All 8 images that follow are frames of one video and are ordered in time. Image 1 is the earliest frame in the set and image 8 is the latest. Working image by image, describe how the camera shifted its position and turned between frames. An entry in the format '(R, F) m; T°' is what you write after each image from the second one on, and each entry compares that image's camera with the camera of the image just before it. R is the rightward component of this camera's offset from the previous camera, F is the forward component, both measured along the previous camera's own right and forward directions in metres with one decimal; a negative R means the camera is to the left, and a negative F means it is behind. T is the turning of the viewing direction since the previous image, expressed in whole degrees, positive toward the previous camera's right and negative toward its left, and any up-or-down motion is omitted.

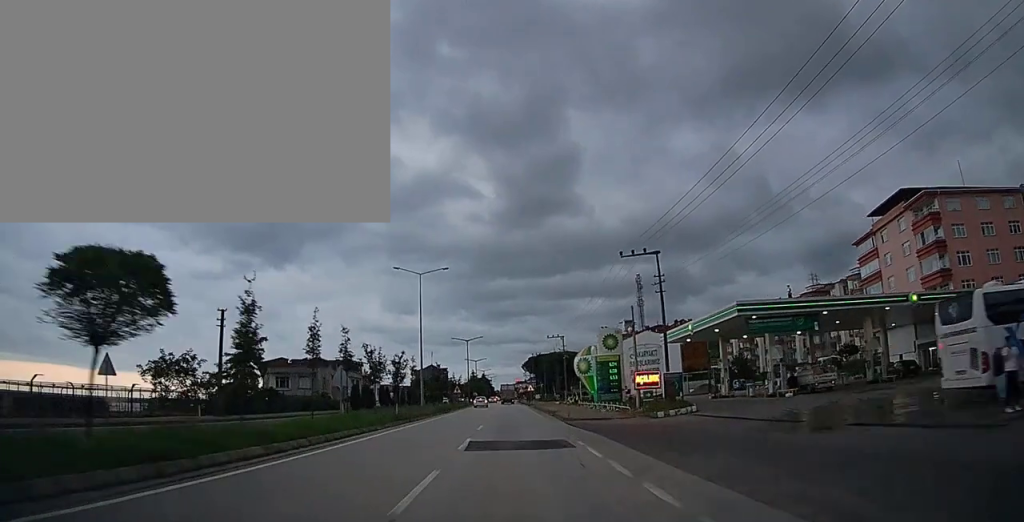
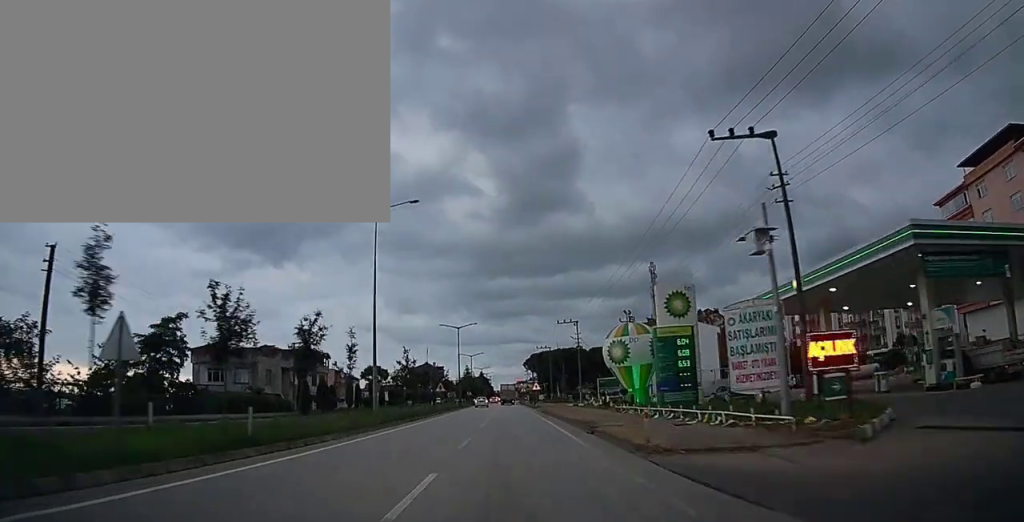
(0.0, +17.7) m; -1°
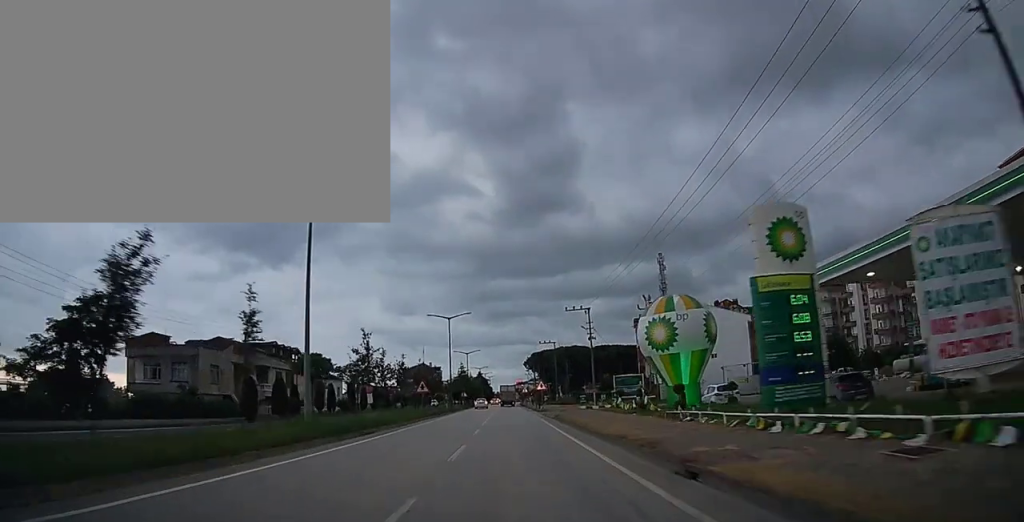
(-0.1, +12.0) m; 0°
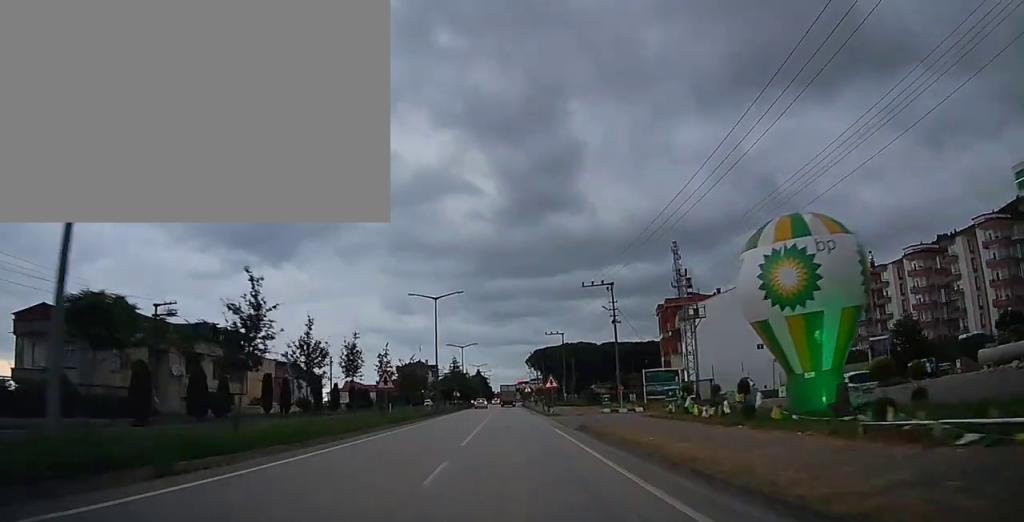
(0.0, +13.6) m; 0°
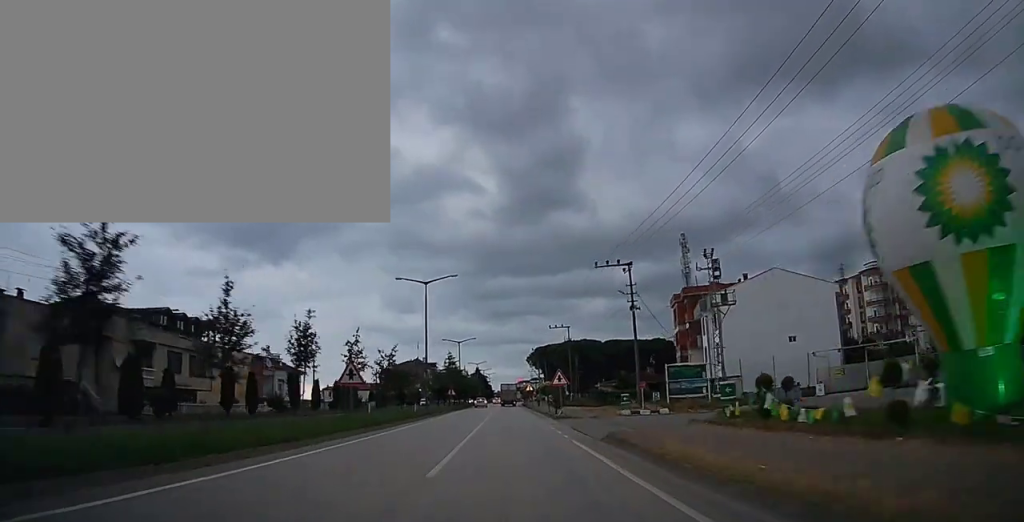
(+0.1, +7.0) m; 0°
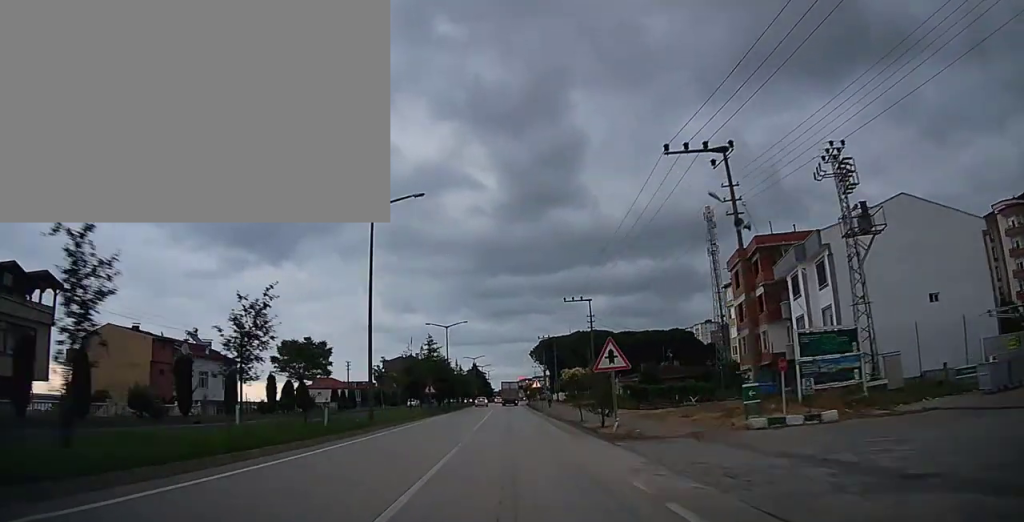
(-0.1, +19.5) m; 0°
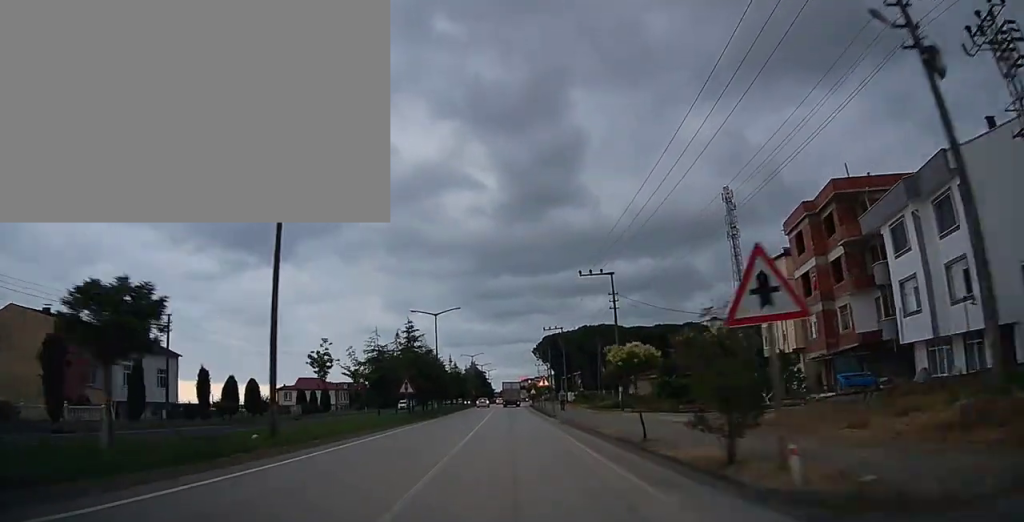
(+0.1, +11.8) m; 0°
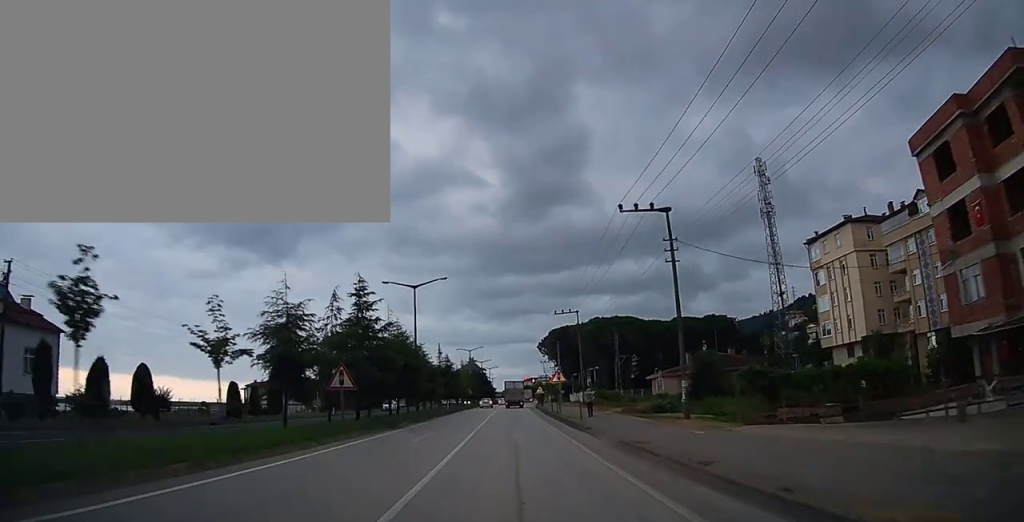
(0.0, +15.3) m; -1°
